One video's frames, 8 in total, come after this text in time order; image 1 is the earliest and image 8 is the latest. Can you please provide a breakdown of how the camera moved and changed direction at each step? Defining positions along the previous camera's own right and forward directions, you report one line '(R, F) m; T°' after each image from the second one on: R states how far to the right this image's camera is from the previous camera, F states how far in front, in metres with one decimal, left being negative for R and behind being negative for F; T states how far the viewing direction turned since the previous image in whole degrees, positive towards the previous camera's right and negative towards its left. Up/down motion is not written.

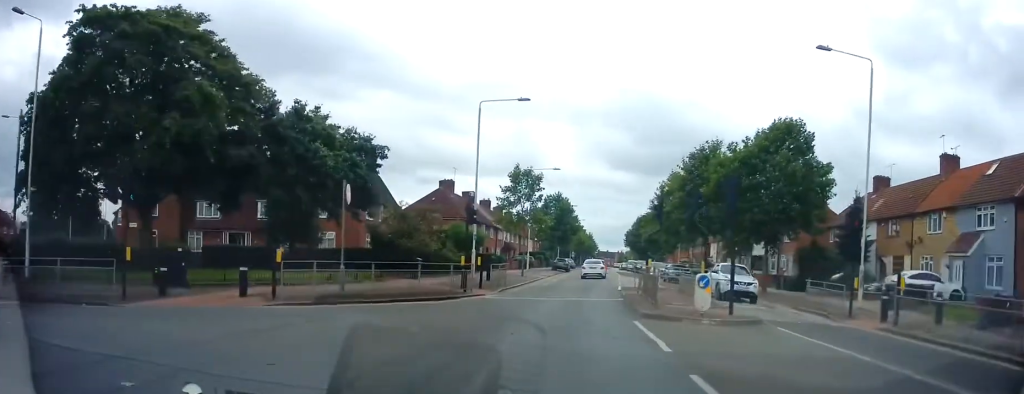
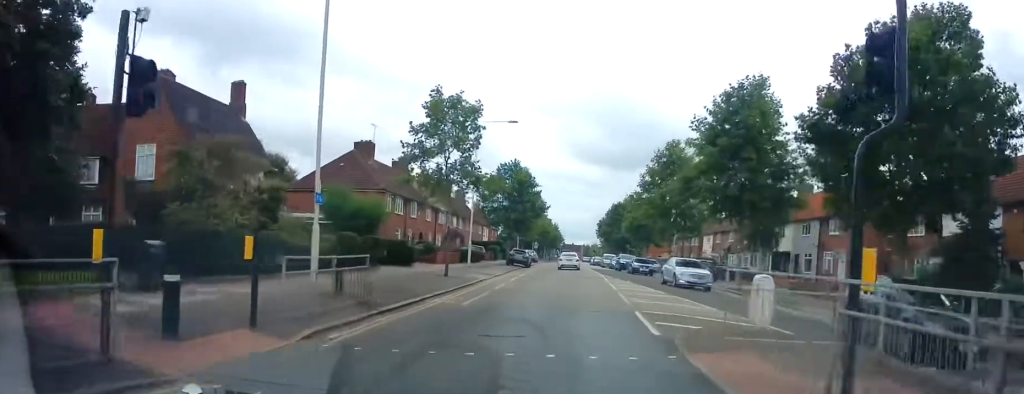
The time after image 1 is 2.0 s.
(-0.1, +17.6) m; +2°
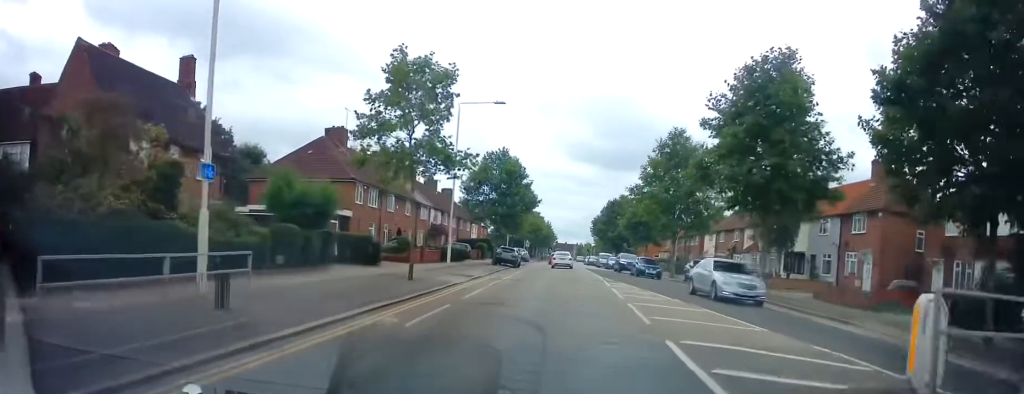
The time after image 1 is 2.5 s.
(+0.2, +4.9) m; +1°
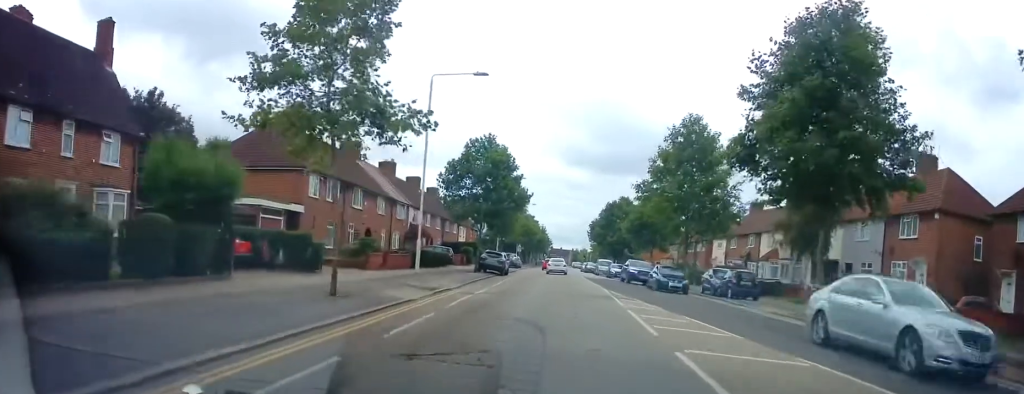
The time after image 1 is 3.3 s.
(+0.1, +6.8) m; +1°
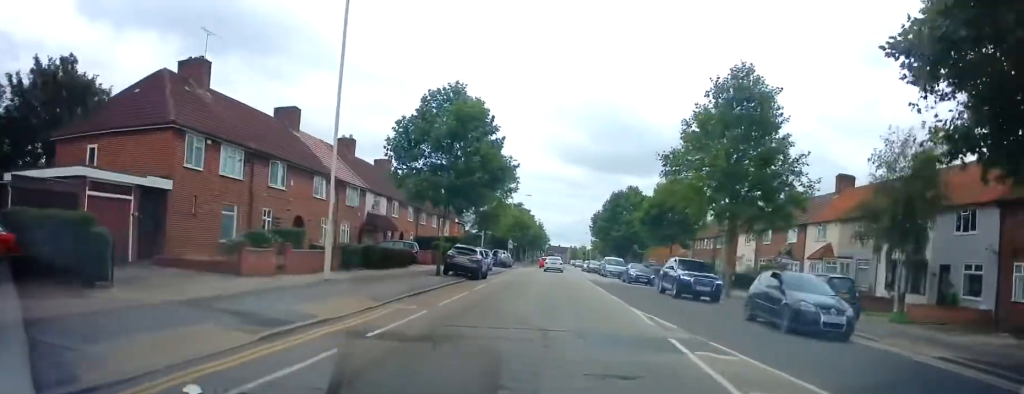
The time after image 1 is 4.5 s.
(+0.1, +11.2) m; +1°
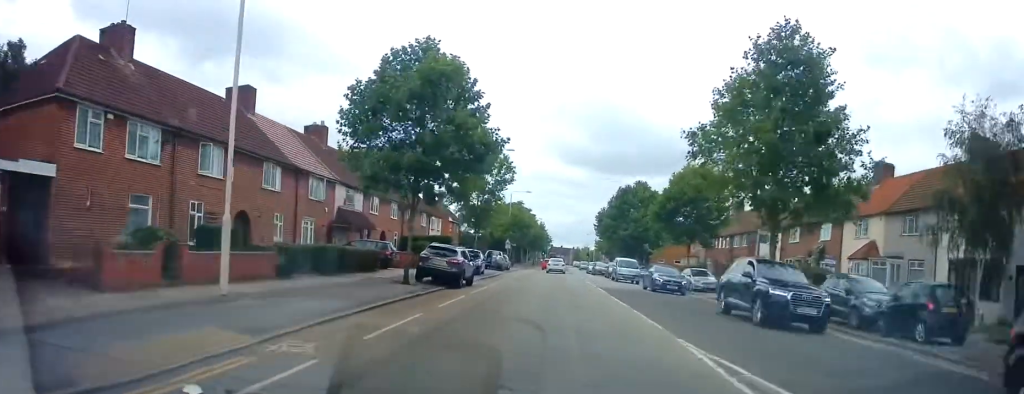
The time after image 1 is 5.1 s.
(+0.2, +6.0) m; 0°
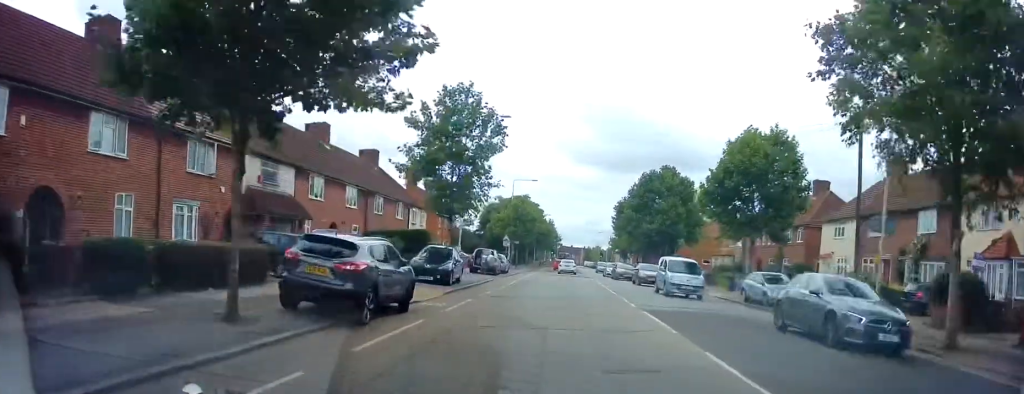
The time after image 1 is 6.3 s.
(-0.4, +12.3) m; -1°
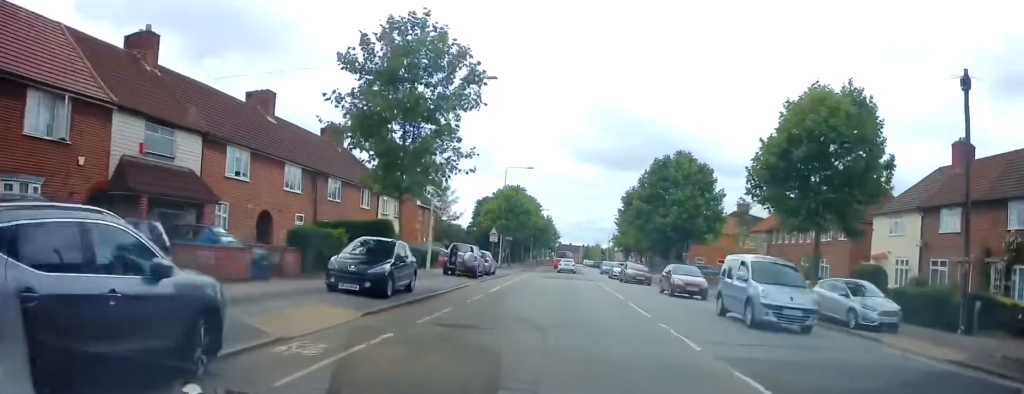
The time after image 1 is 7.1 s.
(0.0, +8.1) m; +1°
